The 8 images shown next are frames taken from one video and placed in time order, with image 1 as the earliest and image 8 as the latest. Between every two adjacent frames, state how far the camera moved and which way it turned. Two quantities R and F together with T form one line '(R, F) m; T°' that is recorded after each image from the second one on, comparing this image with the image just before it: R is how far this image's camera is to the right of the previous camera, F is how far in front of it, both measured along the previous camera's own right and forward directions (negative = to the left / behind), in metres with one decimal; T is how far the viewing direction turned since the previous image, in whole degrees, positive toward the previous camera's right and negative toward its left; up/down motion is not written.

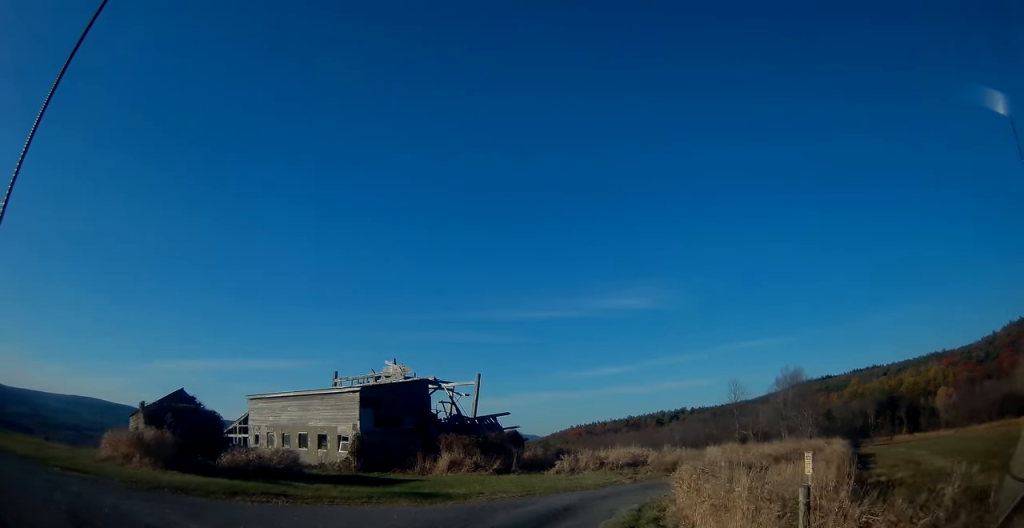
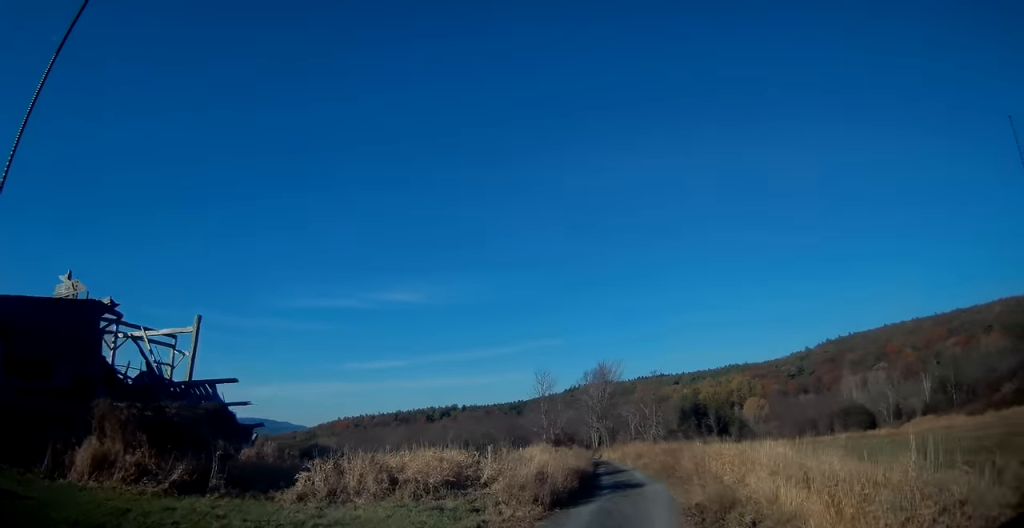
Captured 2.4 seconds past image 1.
(+3.5, +15.4) m; +27°
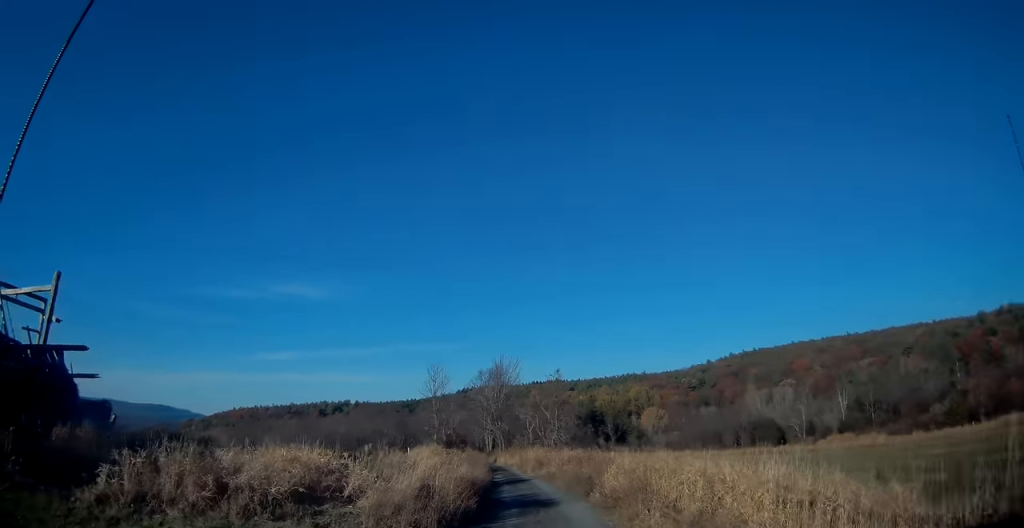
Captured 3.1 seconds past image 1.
(+0.3, +4.3) m; +5°
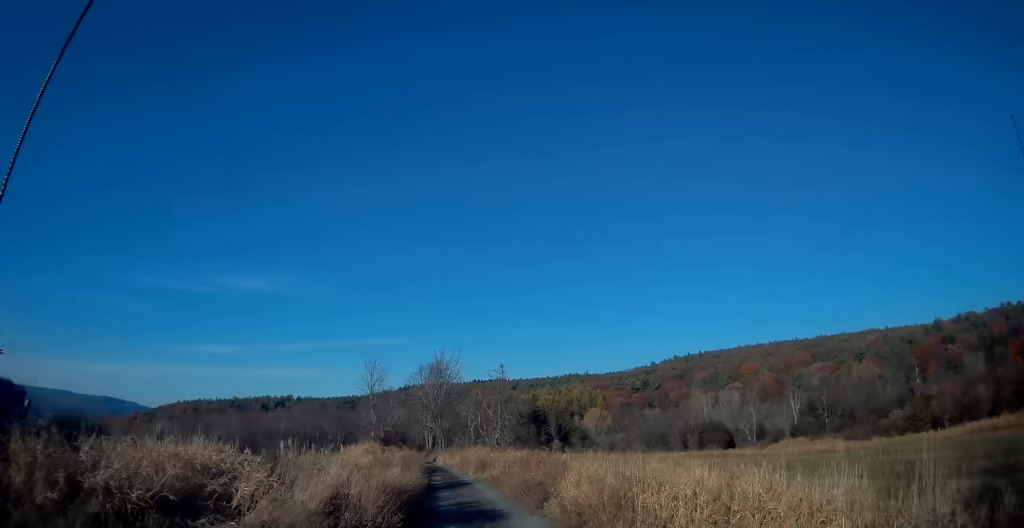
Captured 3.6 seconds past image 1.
(+0.1, +2.8) m; +2°
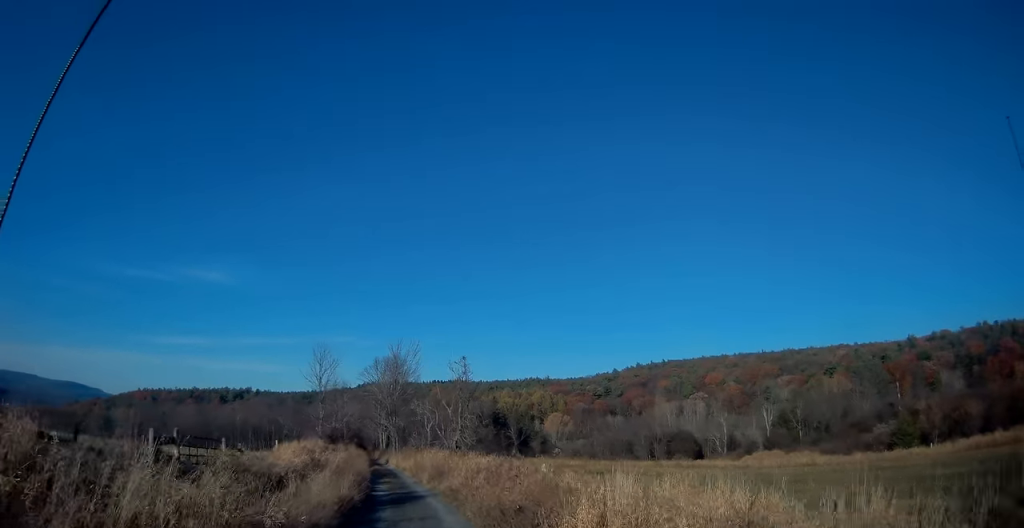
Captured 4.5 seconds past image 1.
(+0.1, +5.4) m; +1°
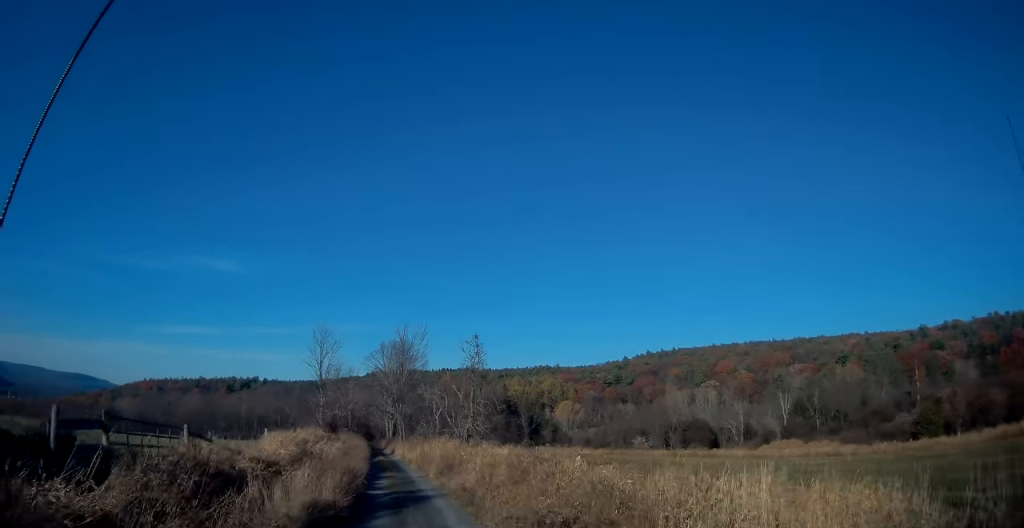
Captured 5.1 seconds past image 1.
(0.0, +3.6) m; -1°
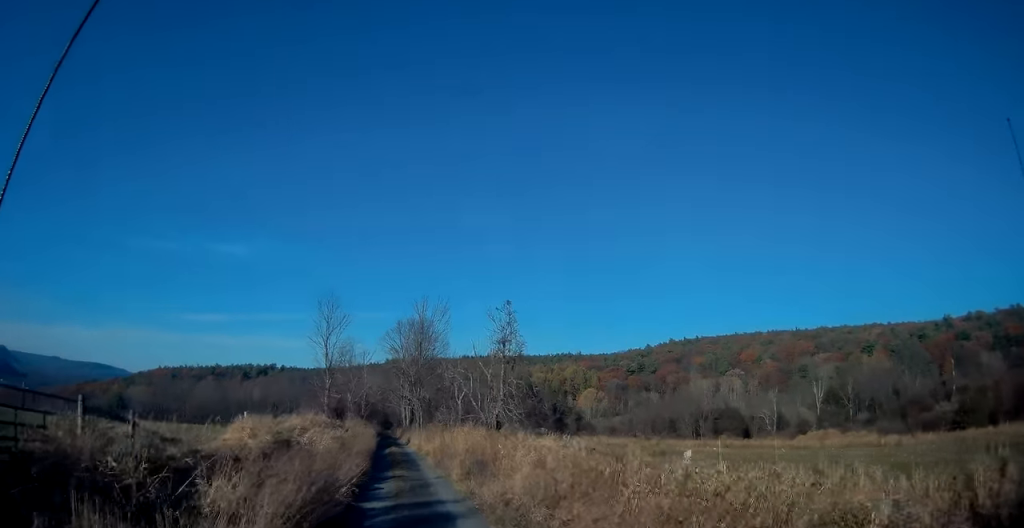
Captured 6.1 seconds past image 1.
(-0.1, +5.9) m; -2°
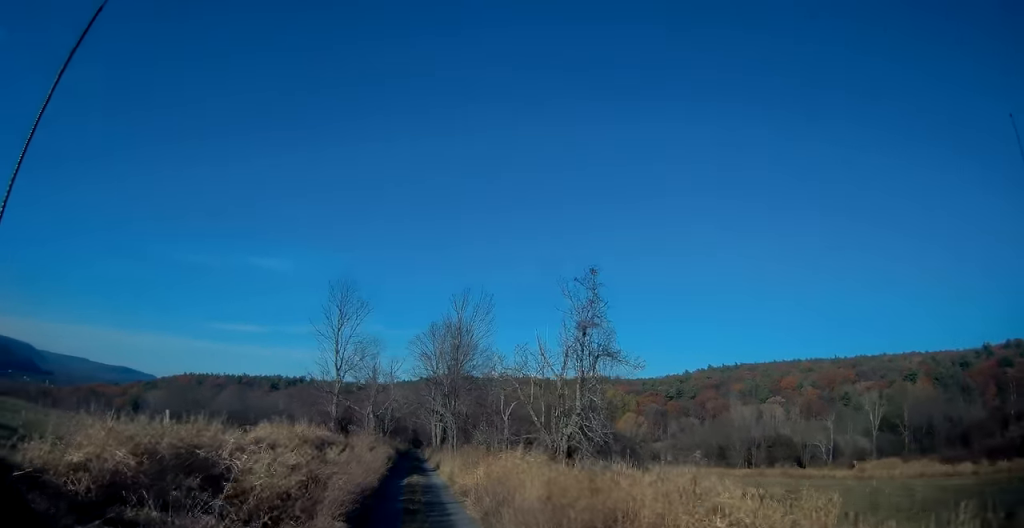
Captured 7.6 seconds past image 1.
(-0.2, +9.6) m; 0°
